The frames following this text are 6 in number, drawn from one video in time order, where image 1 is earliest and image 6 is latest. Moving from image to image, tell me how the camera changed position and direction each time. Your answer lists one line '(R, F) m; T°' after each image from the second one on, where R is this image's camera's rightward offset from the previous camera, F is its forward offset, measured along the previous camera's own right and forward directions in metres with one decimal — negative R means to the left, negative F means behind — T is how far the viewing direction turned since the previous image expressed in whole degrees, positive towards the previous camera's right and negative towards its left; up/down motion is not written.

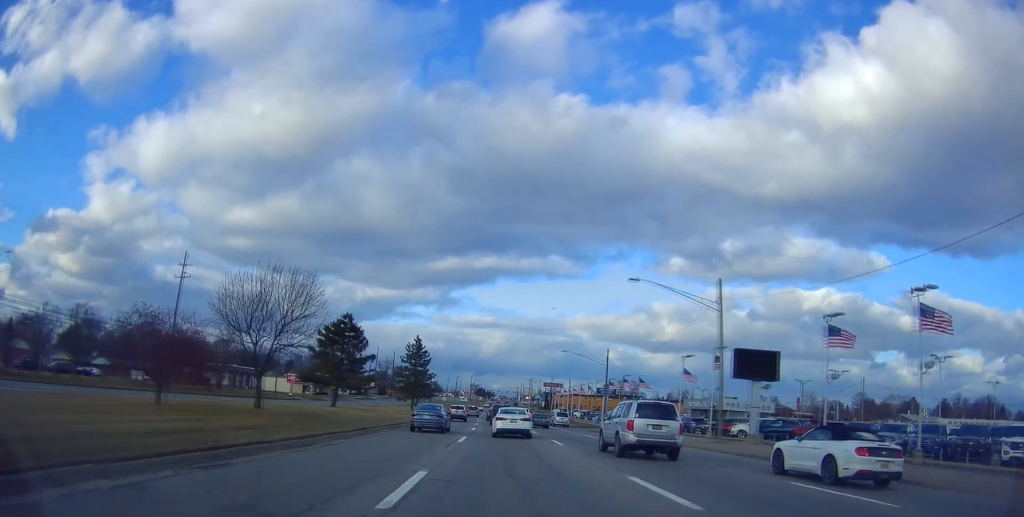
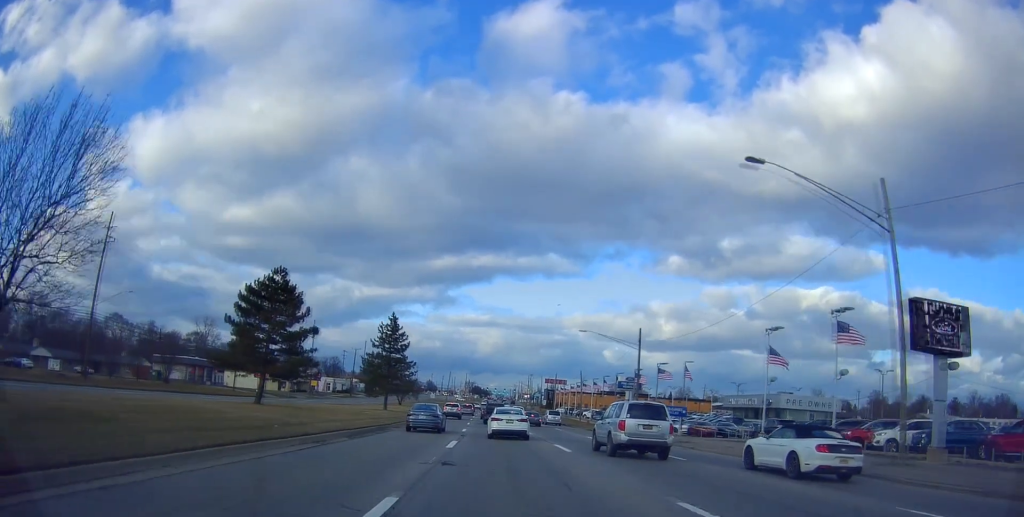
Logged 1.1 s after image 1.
(+0.1, +18.7) m; 0°
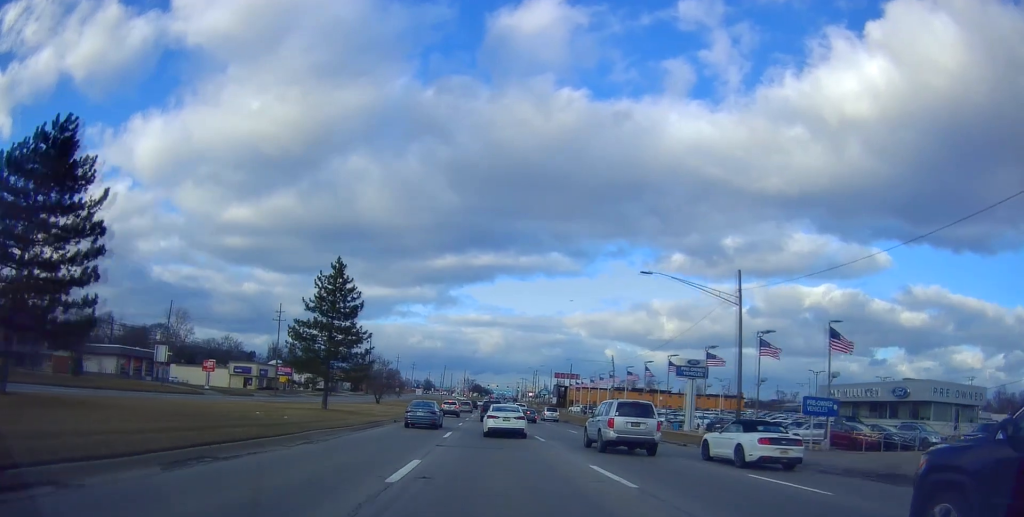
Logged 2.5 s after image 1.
(-0.4, +25.1) m; -2°
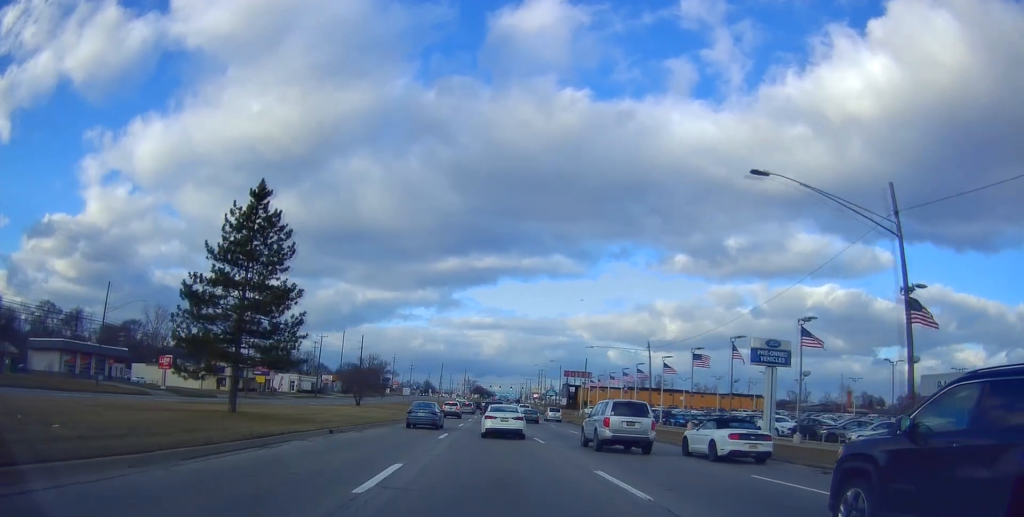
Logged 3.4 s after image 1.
(-0.4, +16.2) m; -1°
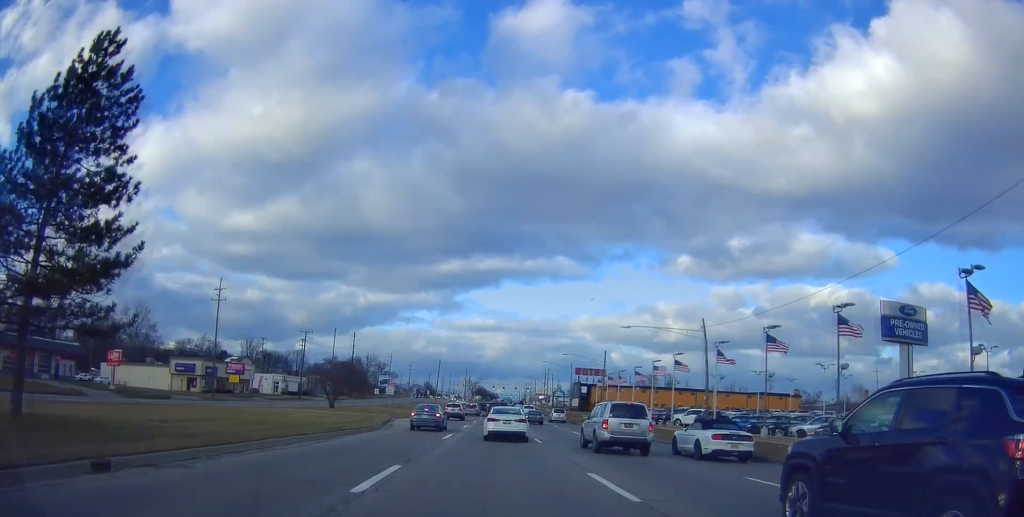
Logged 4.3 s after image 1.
(-0.1, +14.9) m; +1°
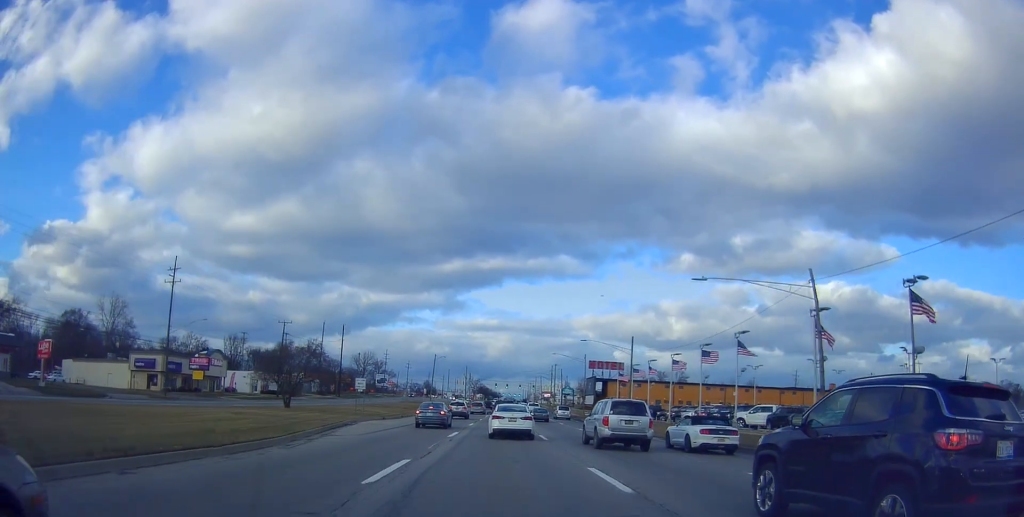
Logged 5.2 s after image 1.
(+0.6, +15.8) m; +1°
